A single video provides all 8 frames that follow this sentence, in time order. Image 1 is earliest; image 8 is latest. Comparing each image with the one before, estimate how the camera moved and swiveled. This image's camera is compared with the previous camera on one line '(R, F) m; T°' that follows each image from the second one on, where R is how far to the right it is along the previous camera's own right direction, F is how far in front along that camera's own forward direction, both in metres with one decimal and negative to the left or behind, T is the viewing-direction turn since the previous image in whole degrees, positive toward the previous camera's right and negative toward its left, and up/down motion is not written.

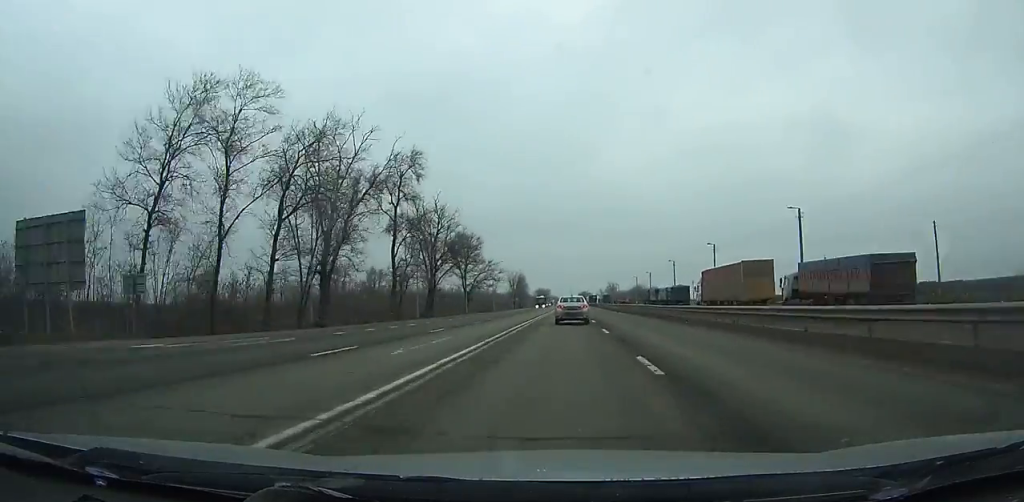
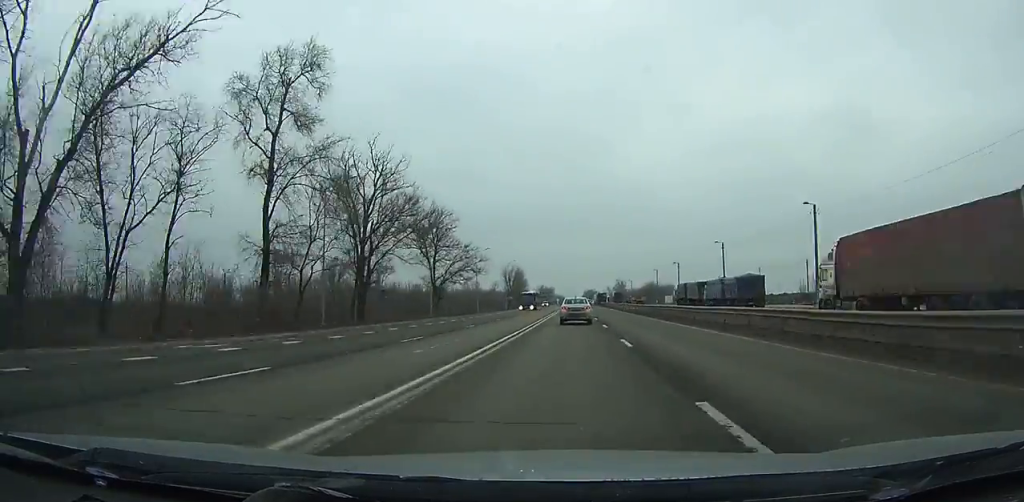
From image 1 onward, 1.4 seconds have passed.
(-0.1, +30.1) m; 0°
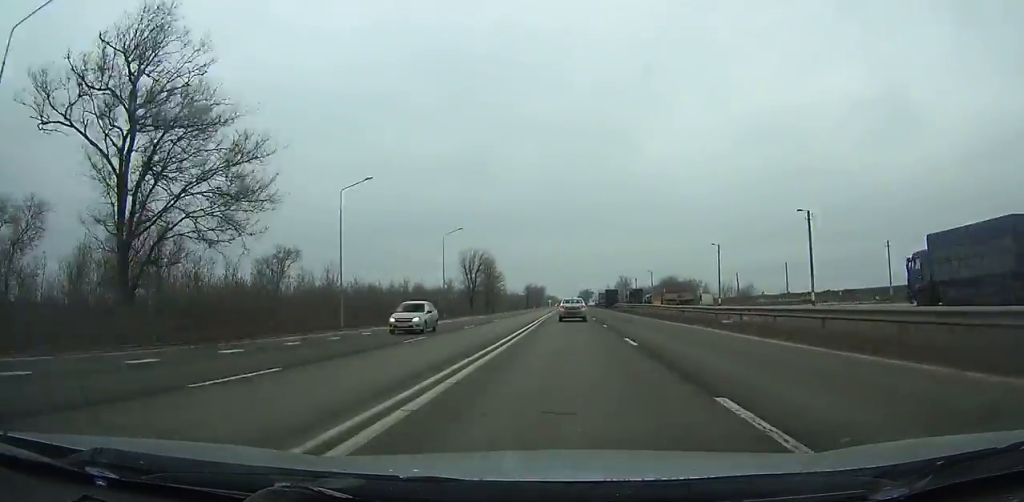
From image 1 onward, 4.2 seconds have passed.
(0.0, +61.2) m; 0°
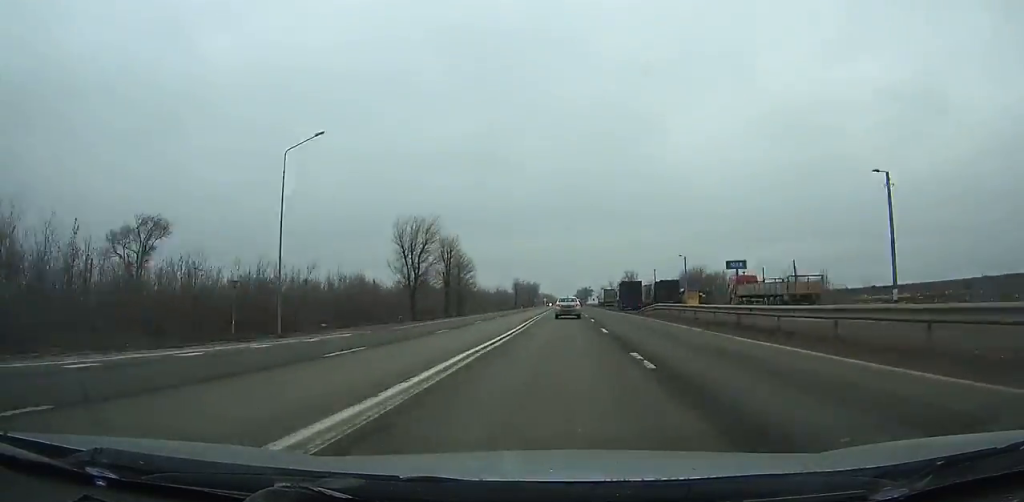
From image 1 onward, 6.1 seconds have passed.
(+0.1, +42.3) m; 0°
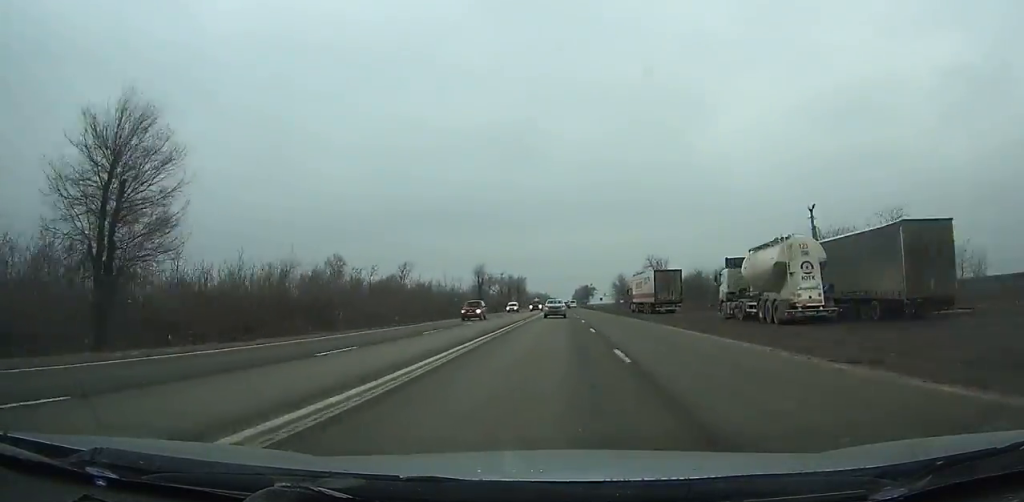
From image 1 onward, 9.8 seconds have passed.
(+0.3, +84.5) m; 0°
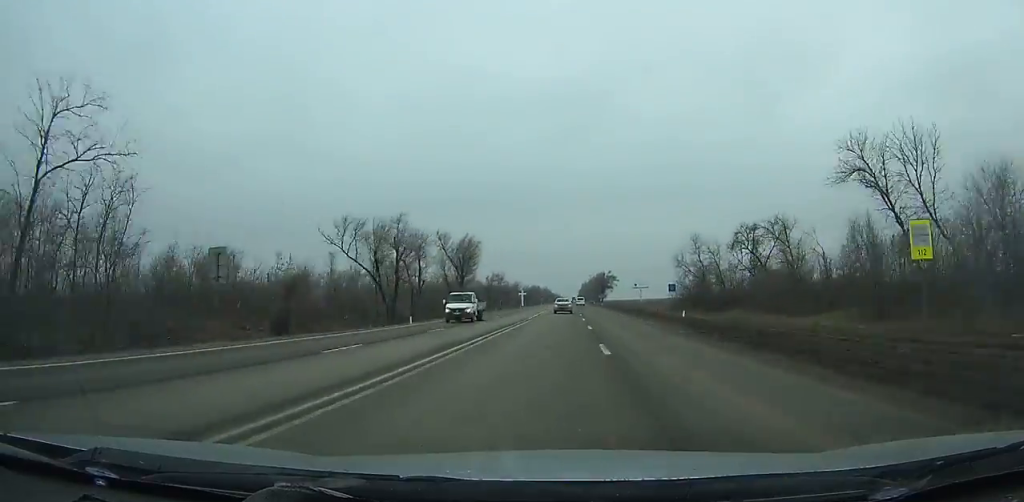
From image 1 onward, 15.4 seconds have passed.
(-0.4, +132.7) m; 0°
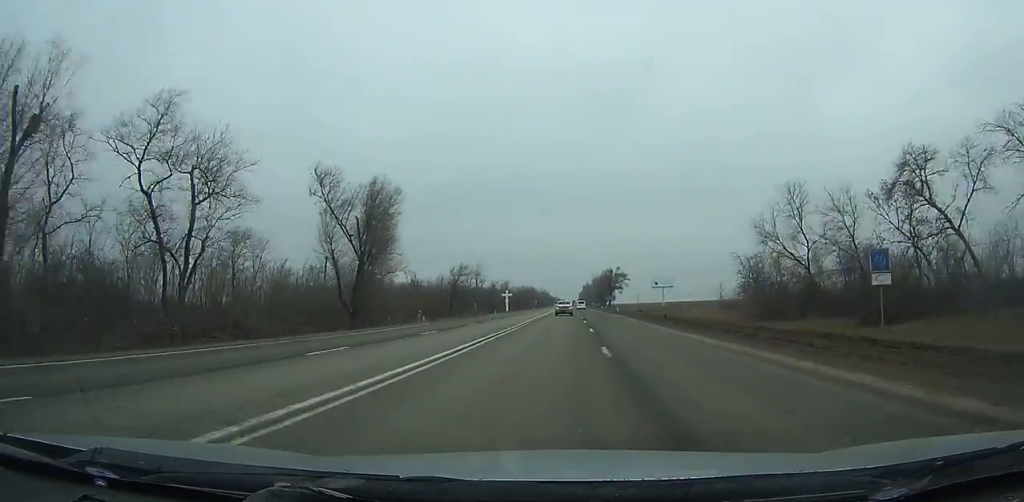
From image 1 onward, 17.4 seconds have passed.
(+0.2, +48.6) m; 0°
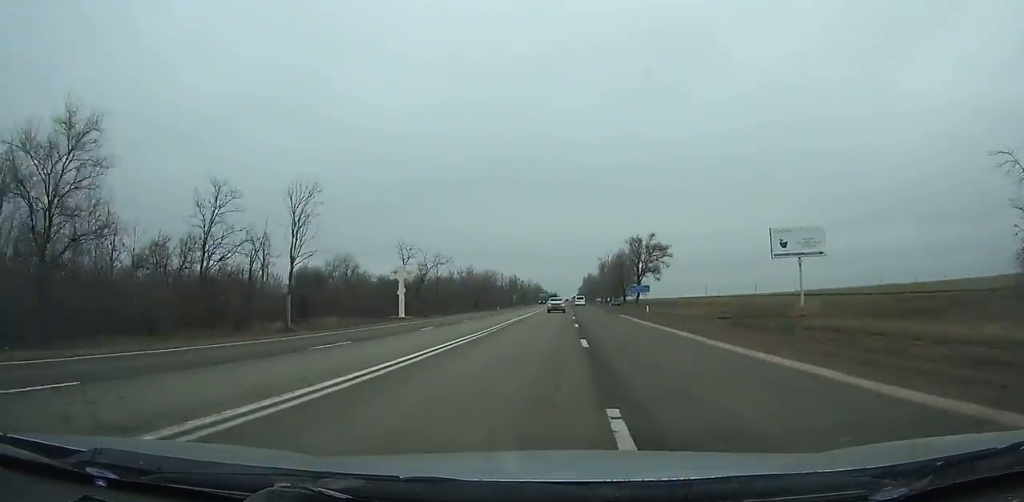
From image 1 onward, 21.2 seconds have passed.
(-0.3, +93.6) m; 0°
